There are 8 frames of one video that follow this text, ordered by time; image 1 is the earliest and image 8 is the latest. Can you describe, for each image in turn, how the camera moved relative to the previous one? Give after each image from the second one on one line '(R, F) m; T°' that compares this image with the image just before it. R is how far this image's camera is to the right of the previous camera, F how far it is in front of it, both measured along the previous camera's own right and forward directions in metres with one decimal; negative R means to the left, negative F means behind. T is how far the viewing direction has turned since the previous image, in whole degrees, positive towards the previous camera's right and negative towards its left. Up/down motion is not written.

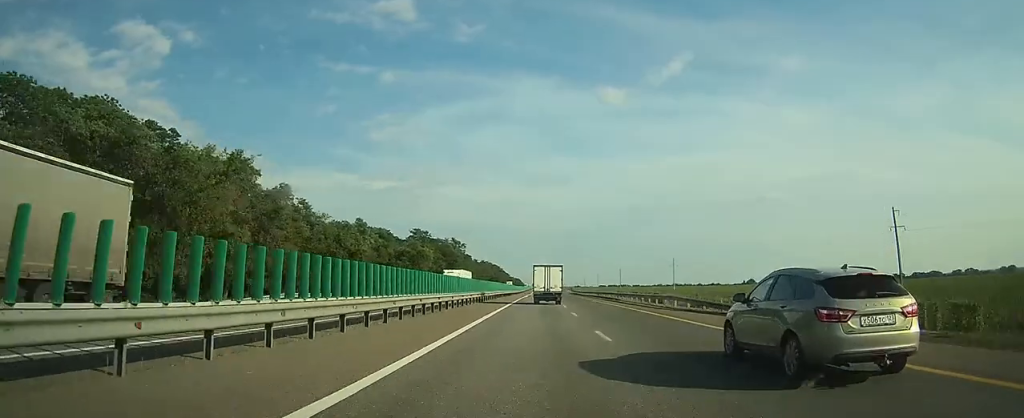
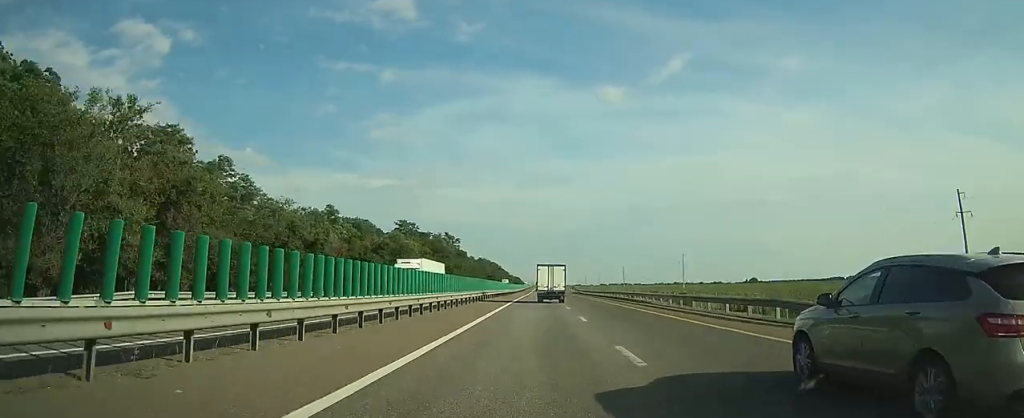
(0.0, +16.6) m; 0°
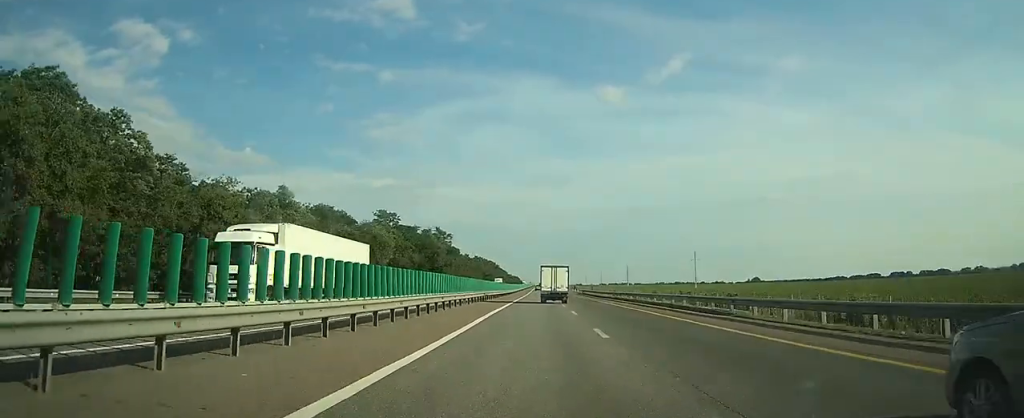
(0.0, +18.6) m; 0°
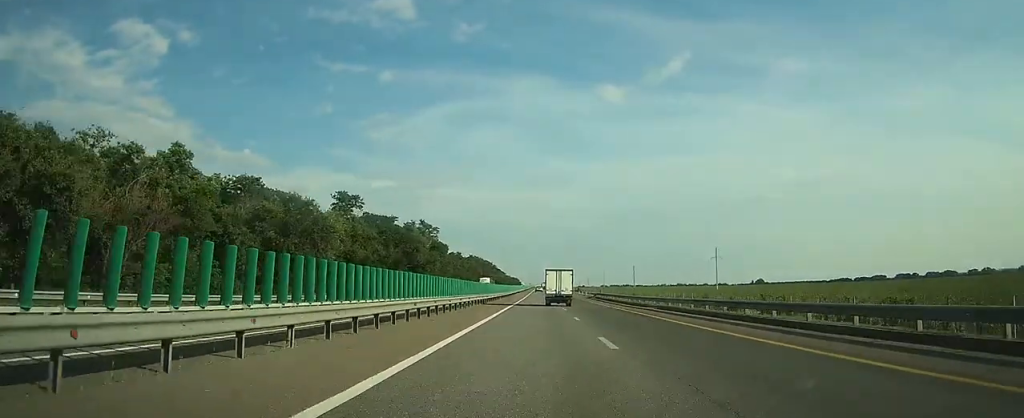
(0.0, +25.9) m; 0°
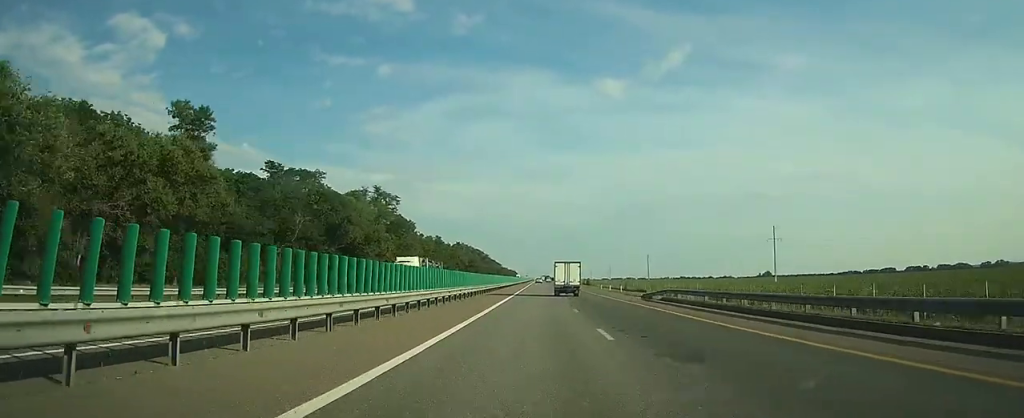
(+0.1, +47.8) m; 0°
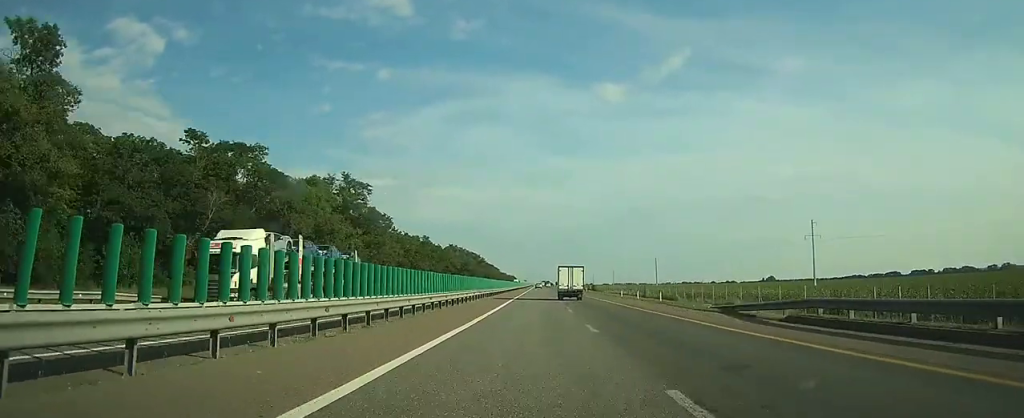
(0.0, +20.8) m; 0°
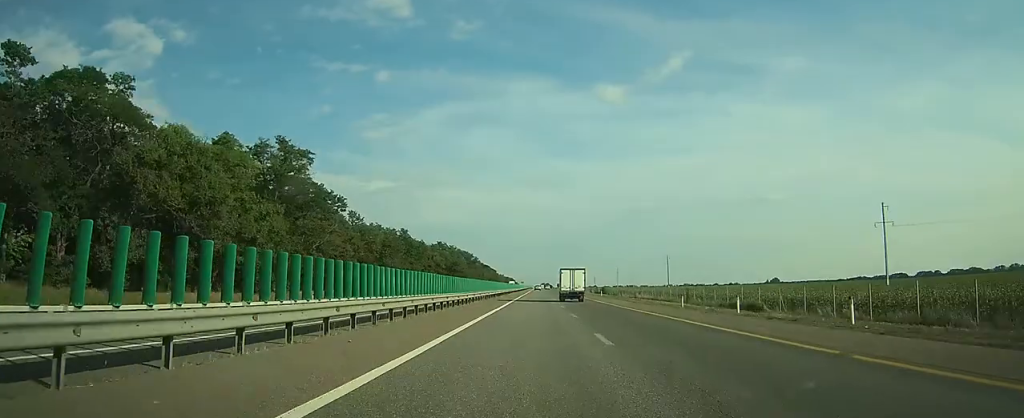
(0.0, +27.1) m; 0°
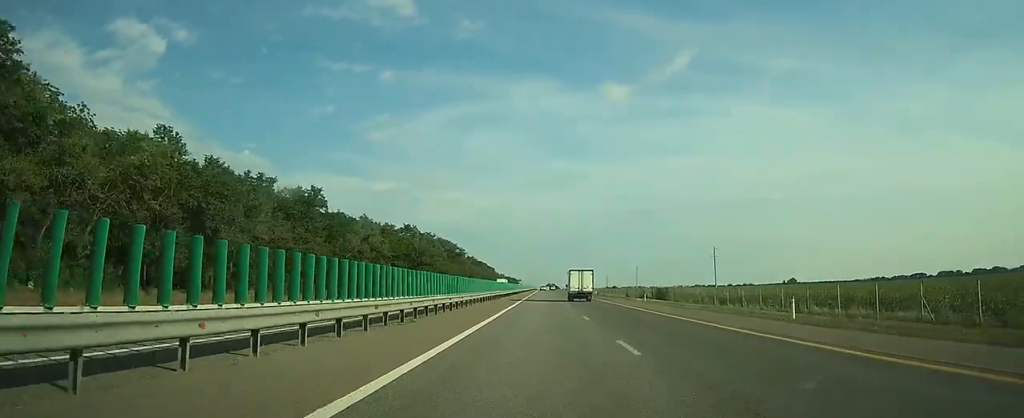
(-0.2, +61.8) m; 0°
